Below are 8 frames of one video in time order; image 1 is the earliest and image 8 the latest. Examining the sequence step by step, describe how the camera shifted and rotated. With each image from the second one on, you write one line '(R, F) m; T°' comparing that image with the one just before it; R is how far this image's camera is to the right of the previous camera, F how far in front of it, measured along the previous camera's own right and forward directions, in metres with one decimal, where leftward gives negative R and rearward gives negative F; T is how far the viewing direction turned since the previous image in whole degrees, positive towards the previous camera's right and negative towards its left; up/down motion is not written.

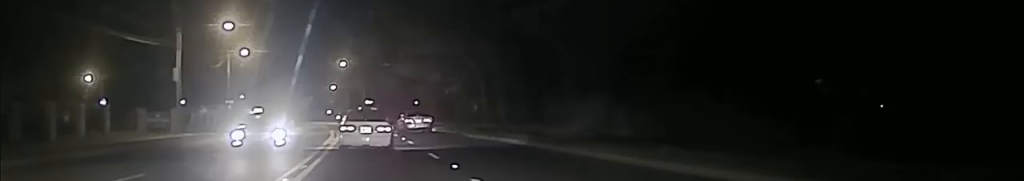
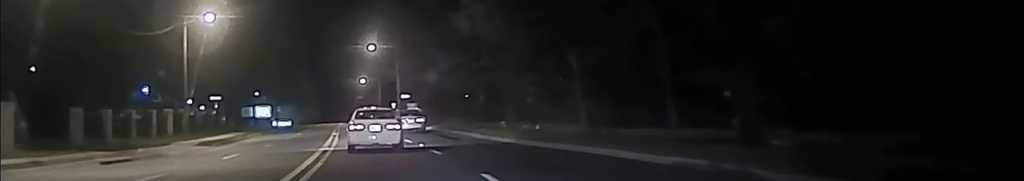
(-0.1, +37.6) m; -3°
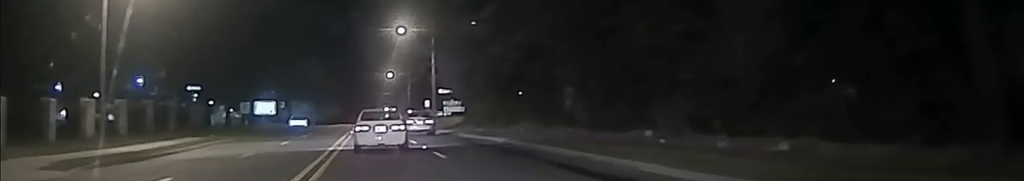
(-1.1, +25.4) m; -2°
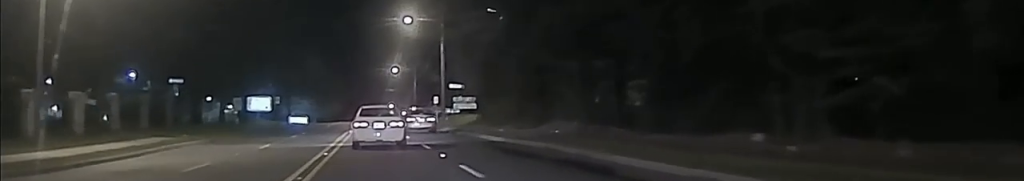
(0.0, +8.3) m; 0°
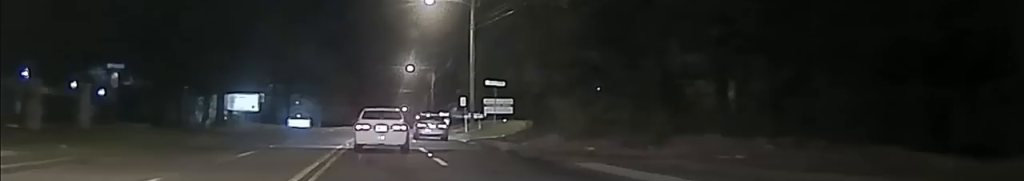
(0.0, +19.1) m; -1°
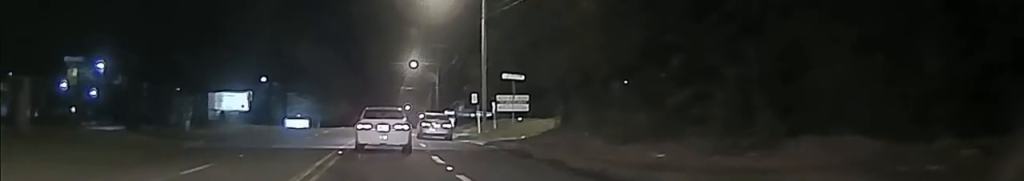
(-0.3, +7.9) m; 0°
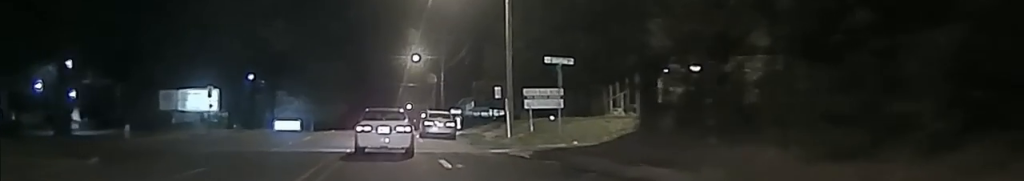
(+0.4, +13.3) m; 0°
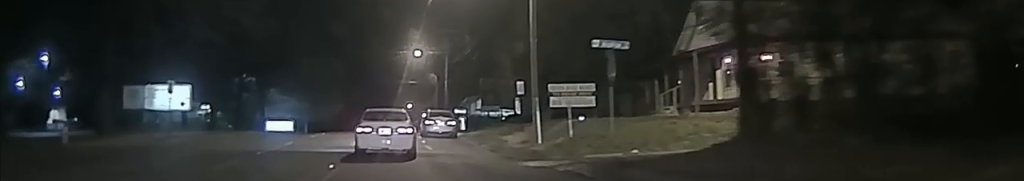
(0.0, +8.7) m; -1°
